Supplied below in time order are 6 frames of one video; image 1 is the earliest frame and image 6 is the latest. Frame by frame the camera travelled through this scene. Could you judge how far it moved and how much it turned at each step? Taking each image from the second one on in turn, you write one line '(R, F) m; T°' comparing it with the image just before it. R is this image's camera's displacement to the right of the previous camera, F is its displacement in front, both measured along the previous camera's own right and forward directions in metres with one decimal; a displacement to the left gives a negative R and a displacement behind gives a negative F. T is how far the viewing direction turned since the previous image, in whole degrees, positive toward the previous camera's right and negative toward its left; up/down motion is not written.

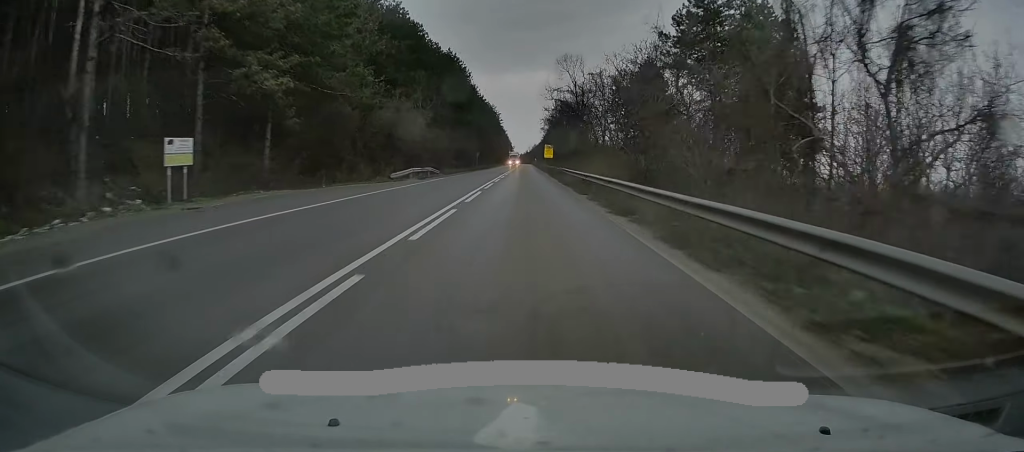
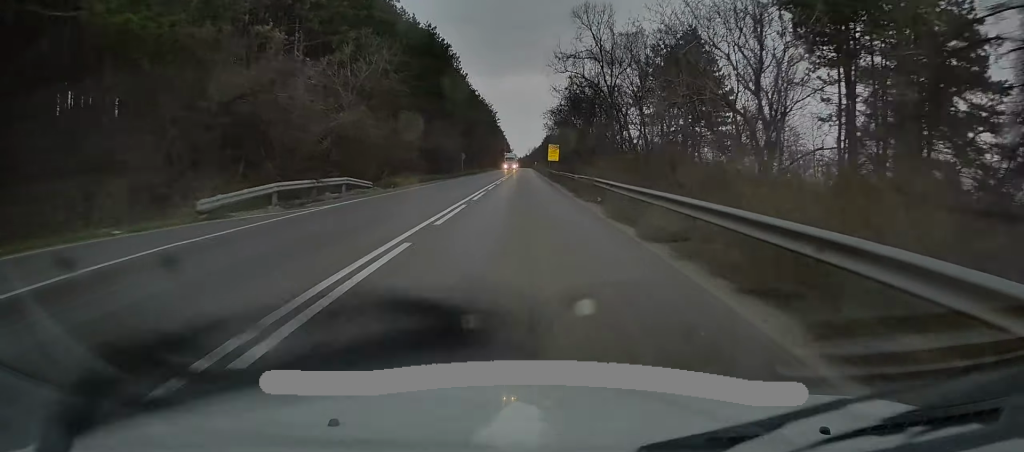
(+0.1, +24.2) m; 0°
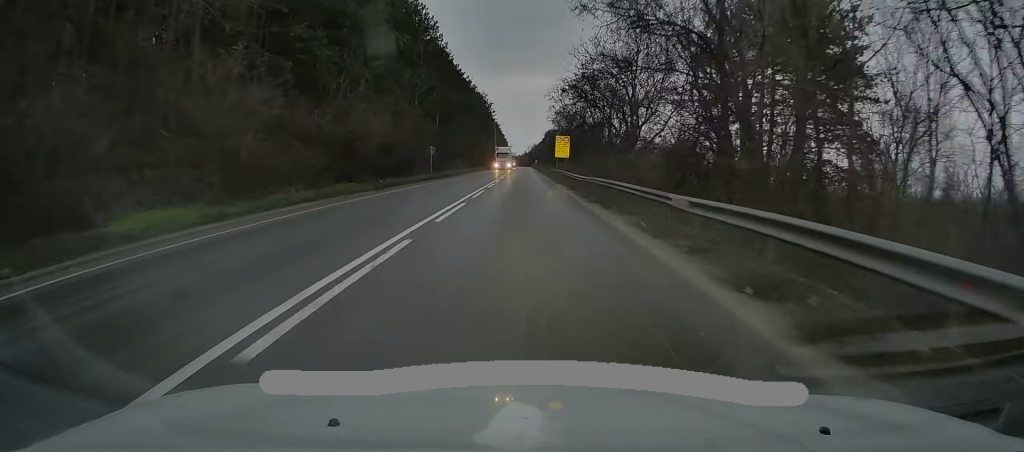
(0.0, +26.9) m; 0°
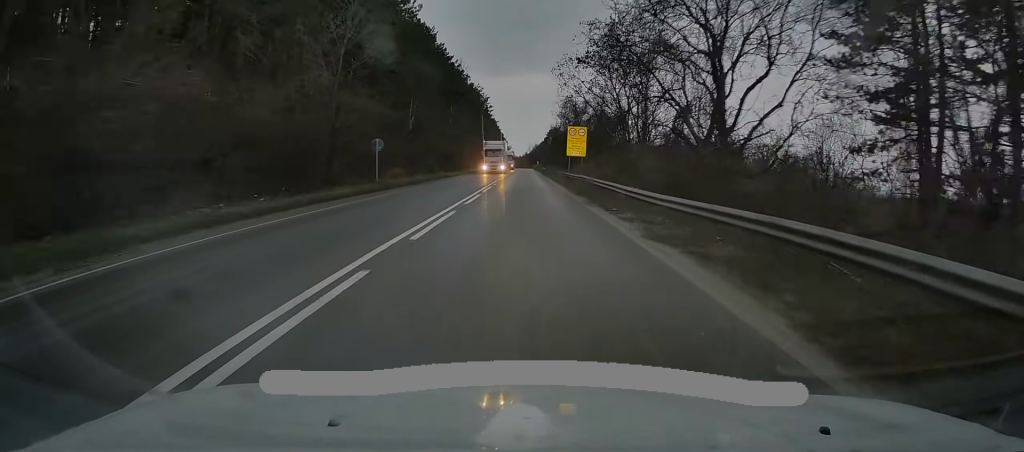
(+0.1, +20.6) m; 0°
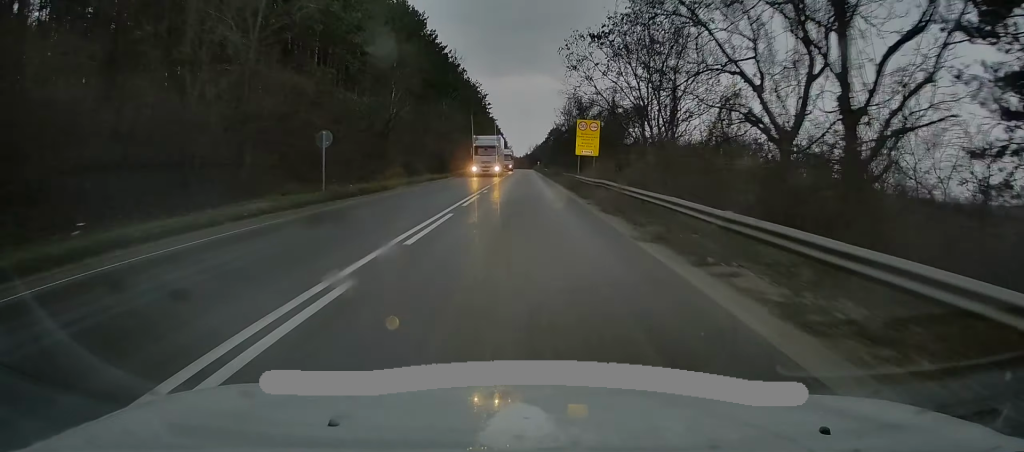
(0.0, +9.6) m; 0°
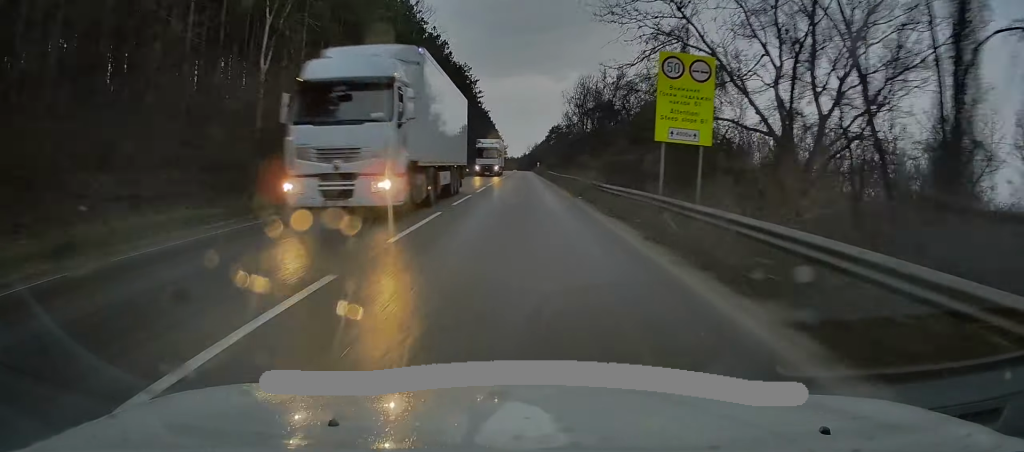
(0.0, +28.8) m; 0°
